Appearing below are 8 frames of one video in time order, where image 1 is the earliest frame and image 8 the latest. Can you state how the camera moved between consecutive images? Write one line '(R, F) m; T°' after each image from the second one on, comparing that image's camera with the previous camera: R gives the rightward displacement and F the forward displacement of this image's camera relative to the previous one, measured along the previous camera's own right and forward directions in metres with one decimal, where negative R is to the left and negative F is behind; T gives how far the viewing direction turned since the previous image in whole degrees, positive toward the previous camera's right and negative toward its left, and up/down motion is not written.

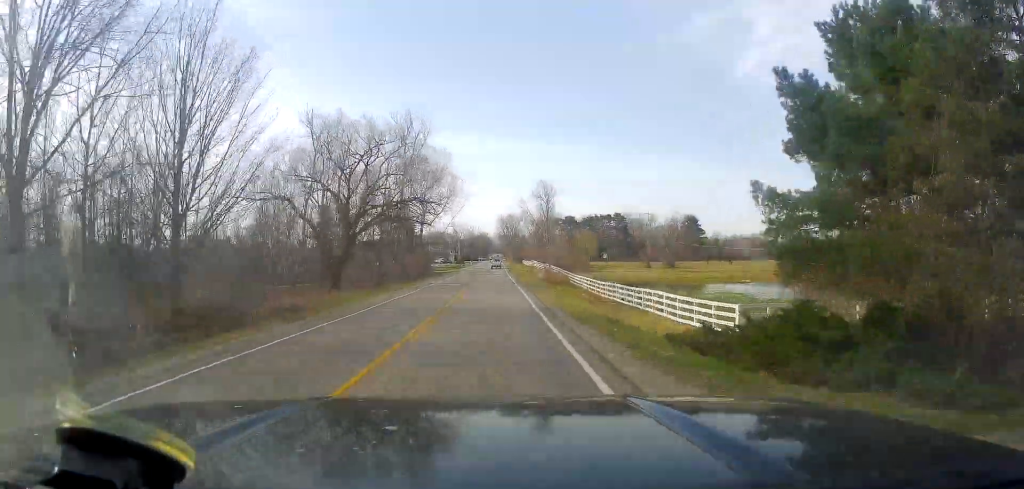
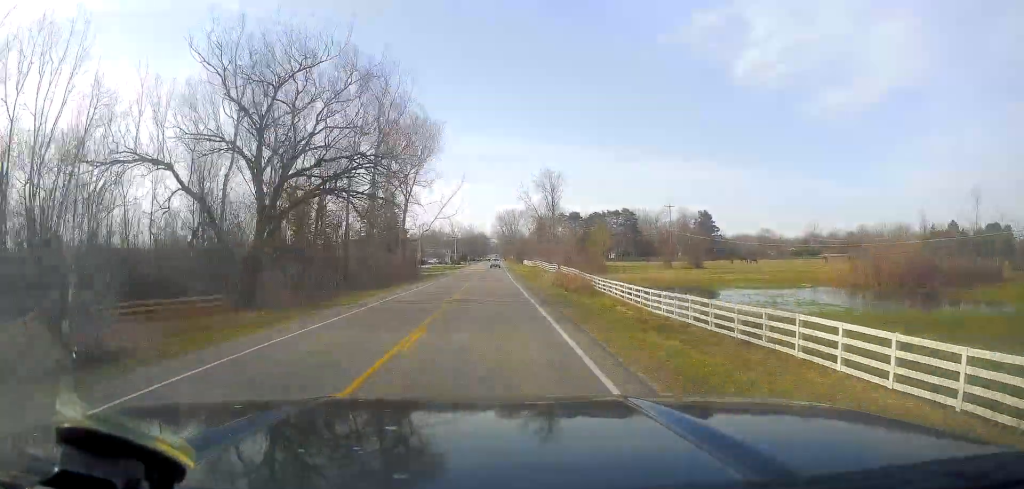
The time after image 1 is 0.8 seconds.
(-0.3, +16.7) m; 0°
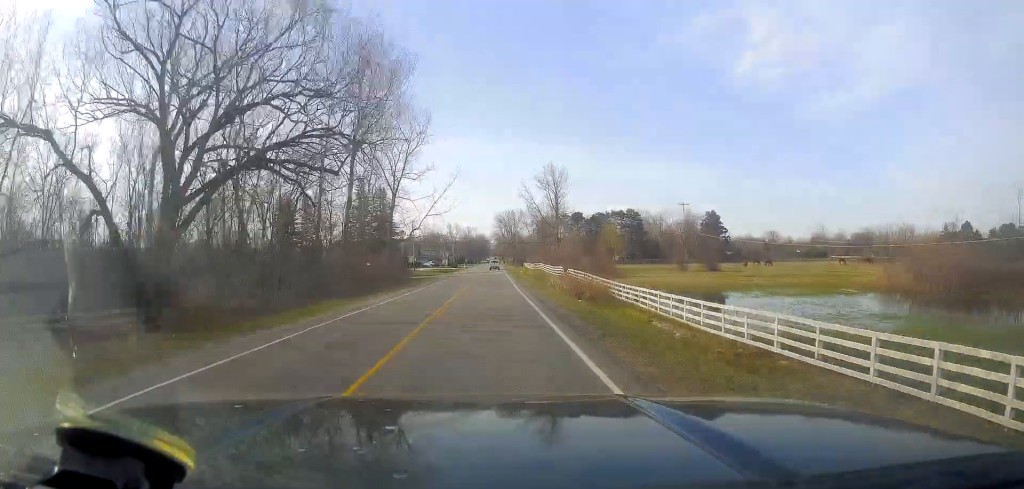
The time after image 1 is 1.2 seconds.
(-0.2, +8.8) m; 0°
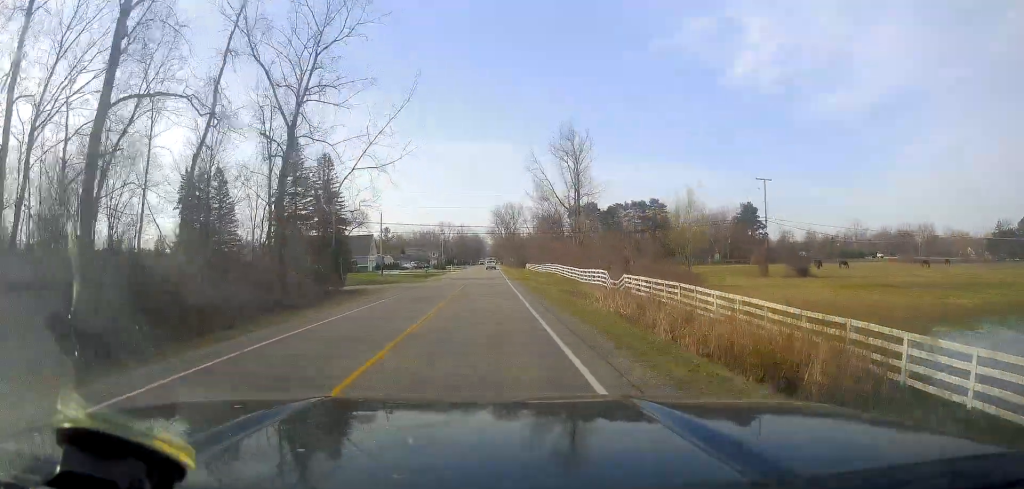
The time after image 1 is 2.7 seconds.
(+0.5, +33.7) m; 0°
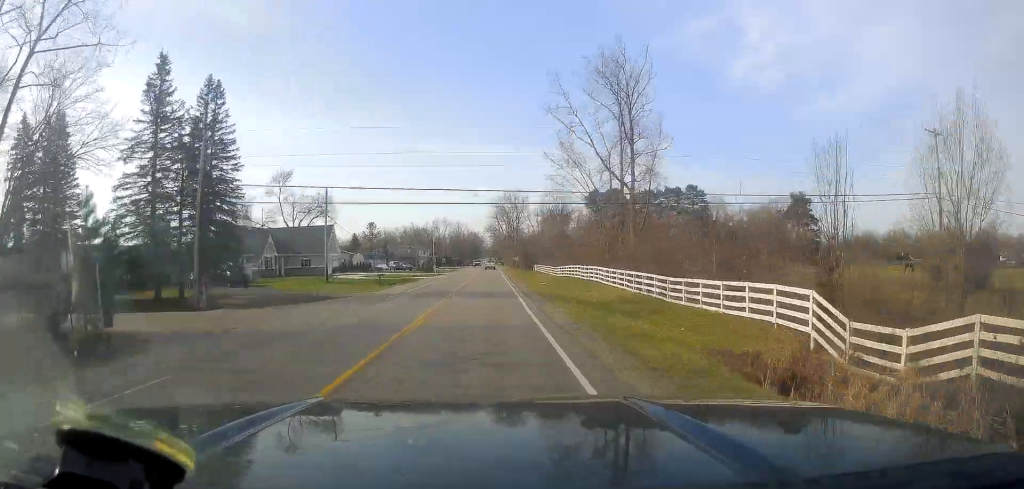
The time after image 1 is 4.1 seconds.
(+0.1, +31.7) m; +2°
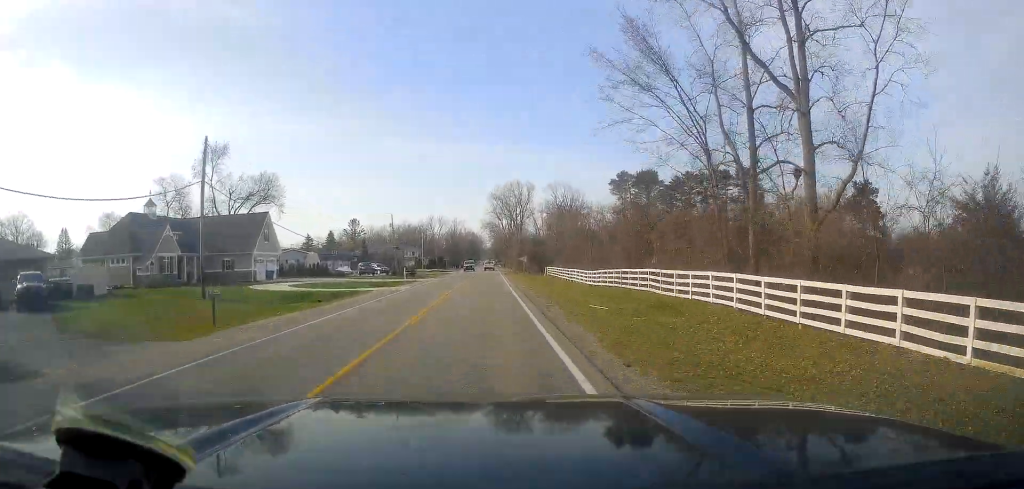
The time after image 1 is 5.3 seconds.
(+0.3, +28.6) m; 0°
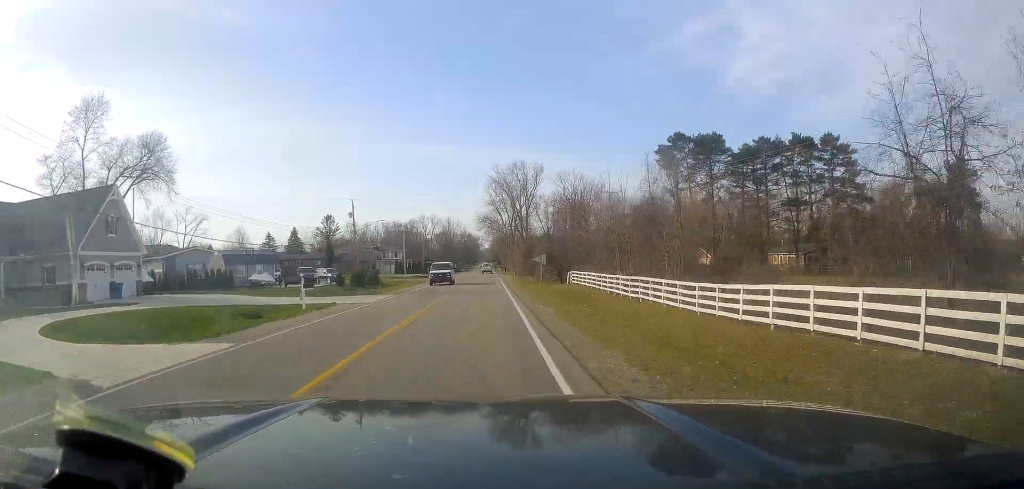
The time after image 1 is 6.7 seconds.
(-0.3, +30.5) m; 0°
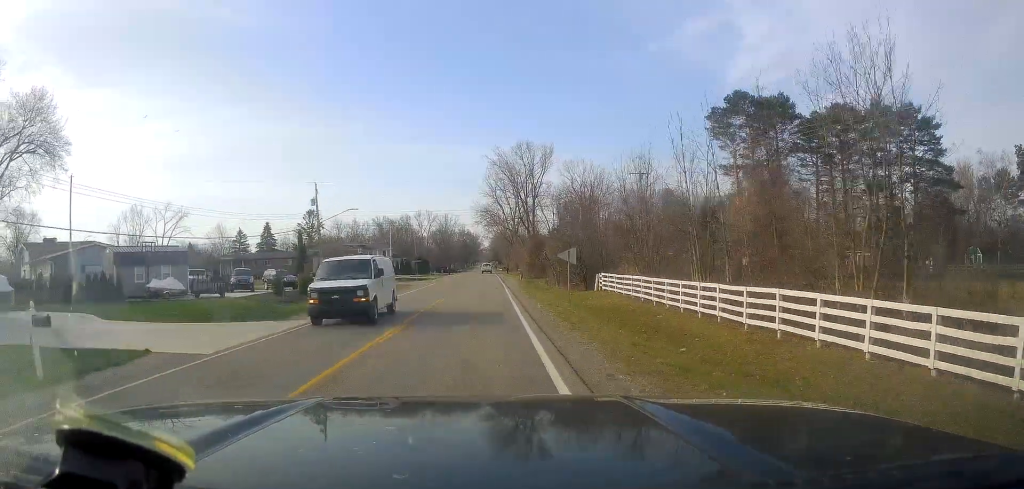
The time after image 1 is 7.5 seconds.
(+0.2, +17.7) m; +1°
